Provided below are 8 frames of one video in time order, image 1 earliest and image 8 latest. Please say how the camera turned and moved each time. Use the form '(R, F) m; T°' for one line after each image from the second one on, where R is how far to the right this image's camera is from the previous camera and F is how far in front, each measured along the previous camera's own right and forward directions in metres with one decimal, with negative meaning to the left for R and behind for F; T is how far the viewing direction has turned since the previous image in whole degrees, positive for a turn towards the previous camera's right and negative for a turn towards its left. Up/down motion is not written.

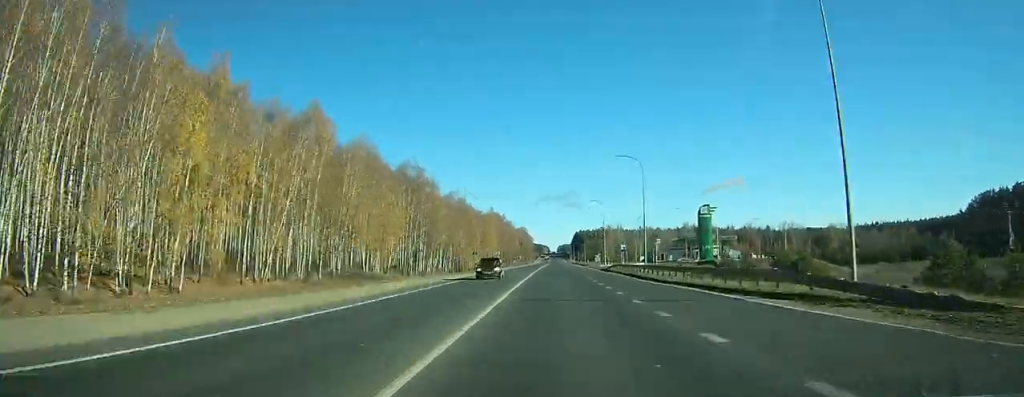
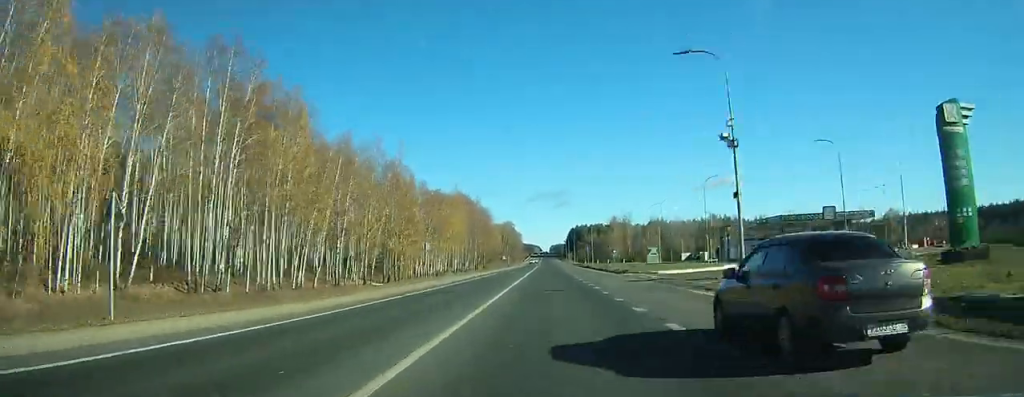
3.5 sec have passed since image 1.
(+3.4, +69.4) m; +4°
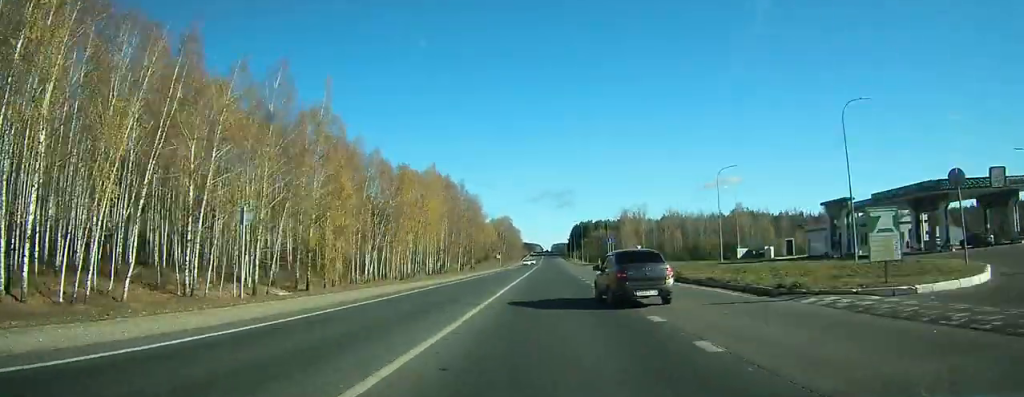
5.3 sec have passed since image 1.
(+0.4, +36.3) m; 0°
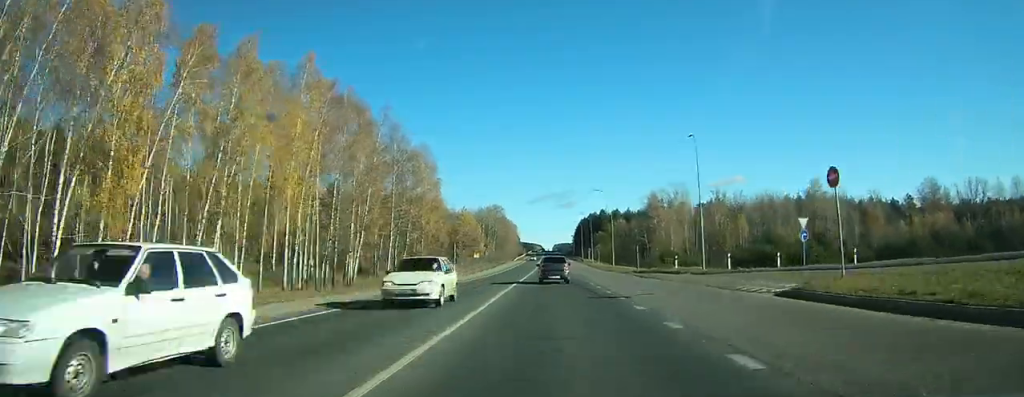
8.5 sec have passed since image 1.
(-1.1, +64.6) m; 0°
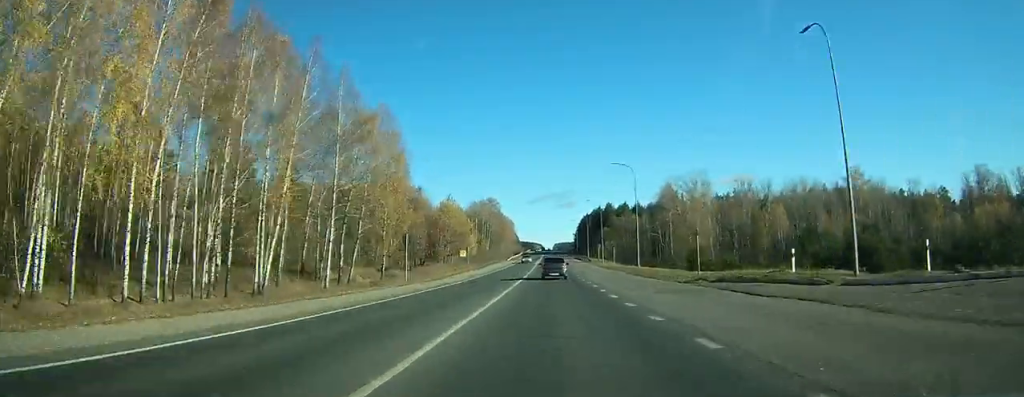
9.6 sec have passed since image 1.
(+0.5, +21.9) m; +1°
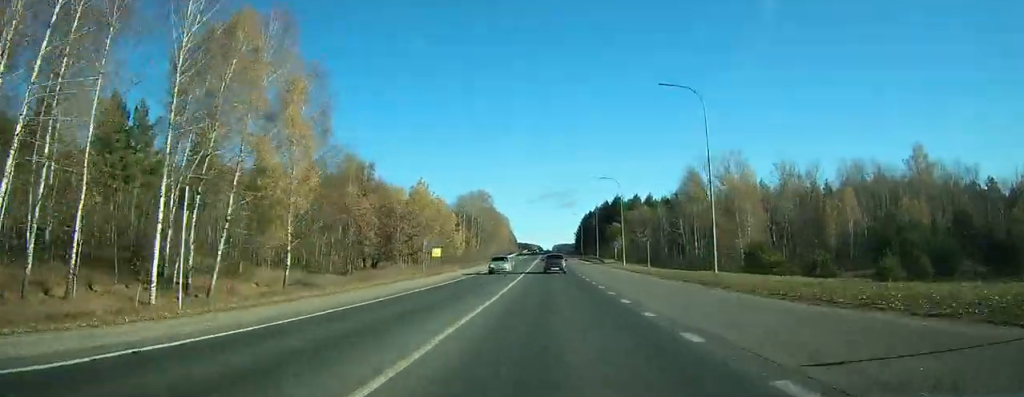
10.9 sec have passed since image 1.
(+0.2, +26.7) m; +1°
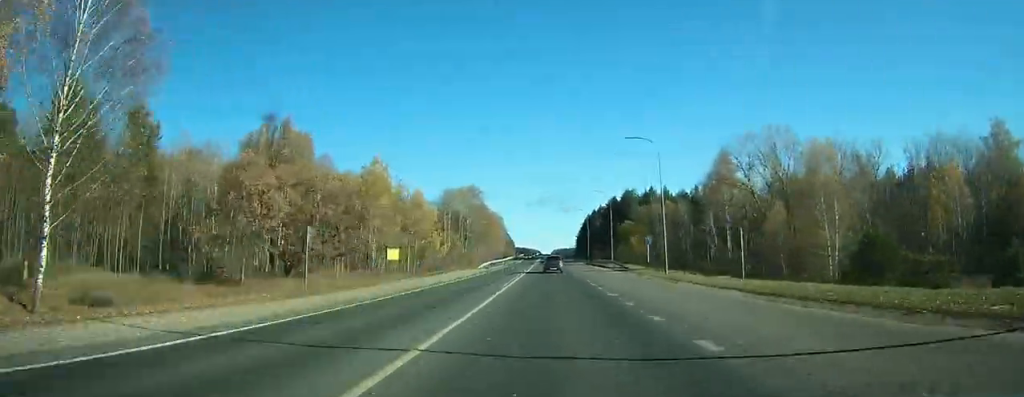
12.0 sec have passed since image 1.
(-0.1, +24.3) m; 0°
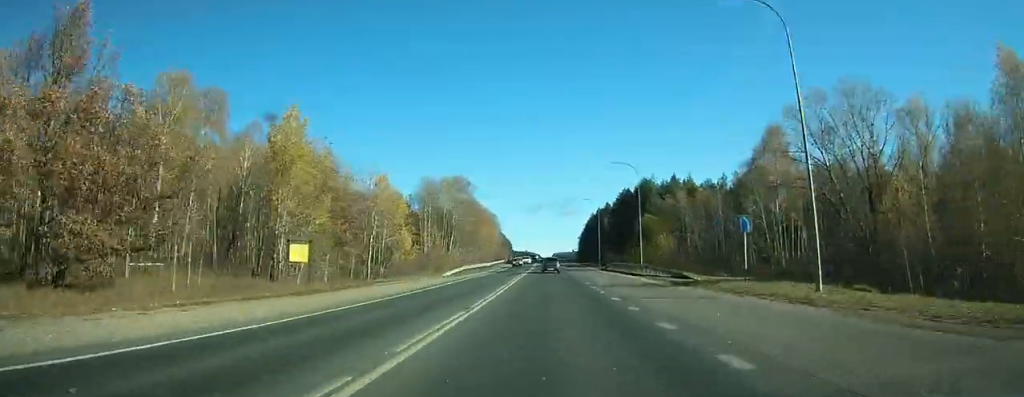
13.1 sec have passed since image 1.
(+0.3, +25.3) m; +3°
